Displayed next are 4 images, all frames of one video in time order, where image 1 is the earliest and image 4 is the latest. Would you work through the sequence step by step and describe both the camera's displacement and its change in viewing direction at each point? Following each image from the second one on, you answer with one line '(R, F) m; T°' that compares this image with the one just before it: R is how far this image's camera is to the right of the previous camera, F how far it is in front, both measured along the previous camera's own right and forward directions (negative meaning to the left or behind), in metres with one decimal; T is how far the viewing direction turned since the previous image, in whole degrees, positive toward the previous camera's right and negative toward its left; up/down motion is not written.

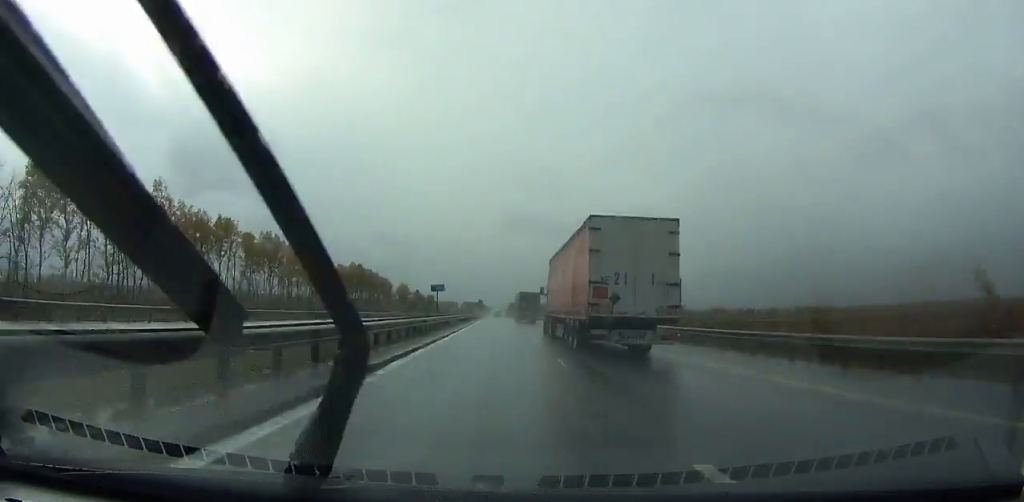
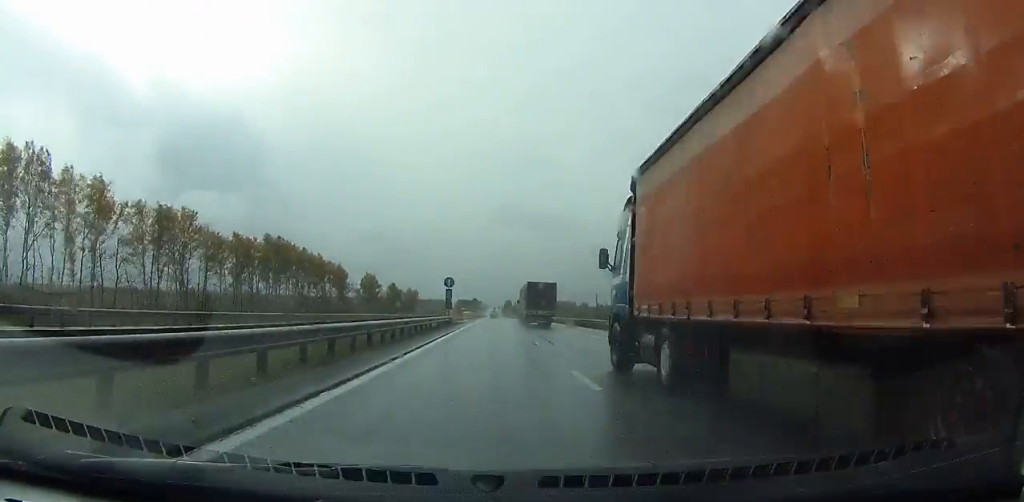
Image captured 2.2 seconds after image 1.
(0.0, +74.6) m; 0°
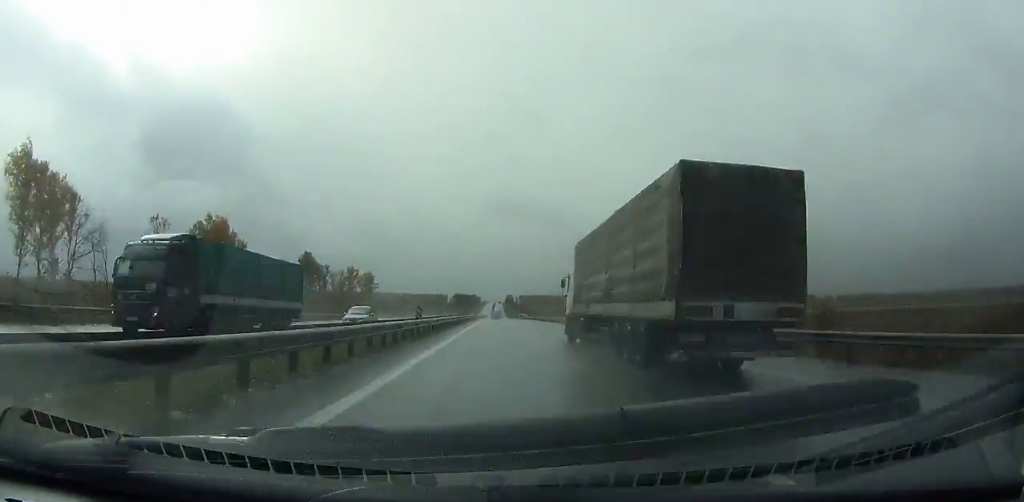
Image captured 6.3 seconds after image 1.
(+0.3, +138.6) m; 0°
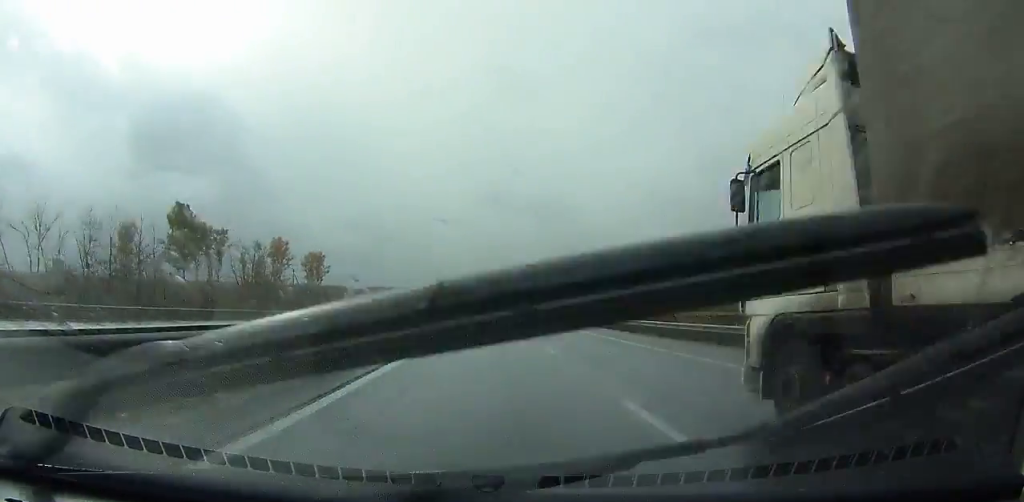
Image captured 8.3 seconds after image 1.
(+0.2, +66.3) m; 0°
